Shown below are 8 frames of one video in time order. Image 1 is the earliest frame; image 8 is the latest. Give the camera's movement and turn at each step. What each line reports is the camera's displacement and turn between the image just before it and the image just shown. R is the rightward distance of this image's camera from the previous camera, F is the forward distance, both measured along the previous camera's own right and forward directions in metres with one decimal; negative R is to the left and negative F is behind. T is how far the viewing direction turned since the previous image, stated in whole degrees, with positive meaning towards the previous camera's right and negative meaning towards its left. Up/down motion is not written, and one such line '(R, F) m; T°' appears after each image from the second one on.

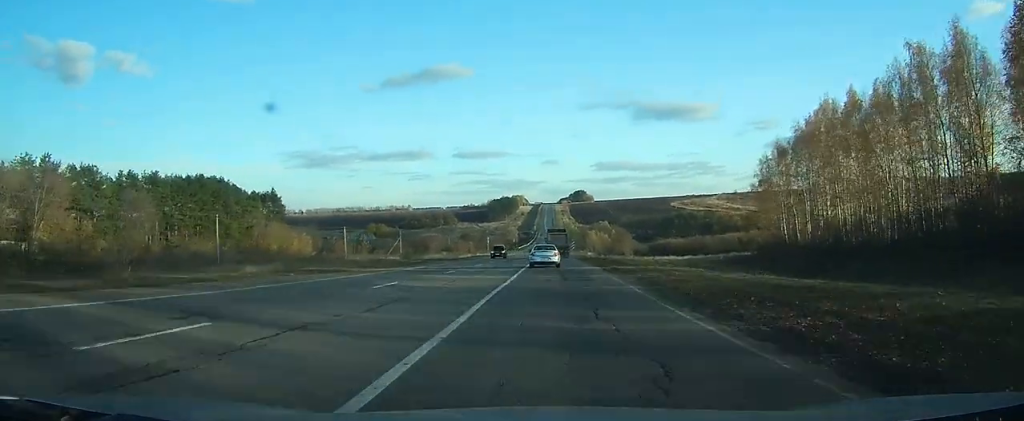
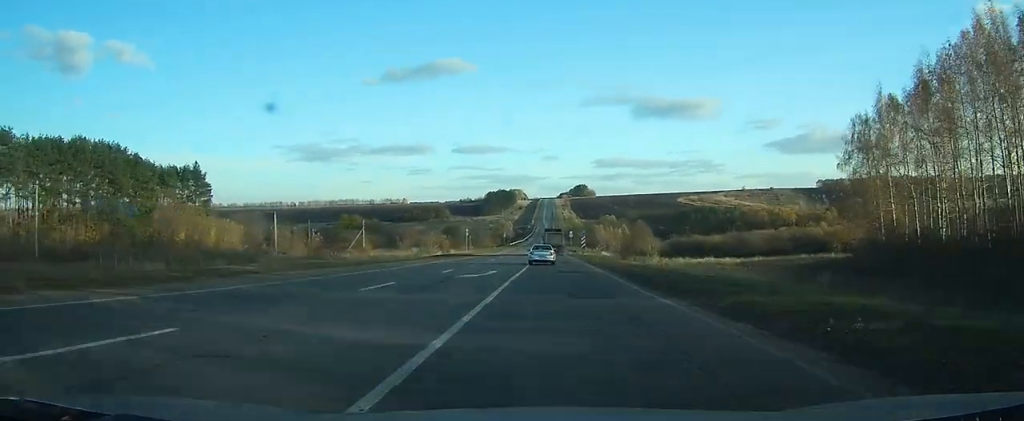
(0.0, +38.3) m; 0°
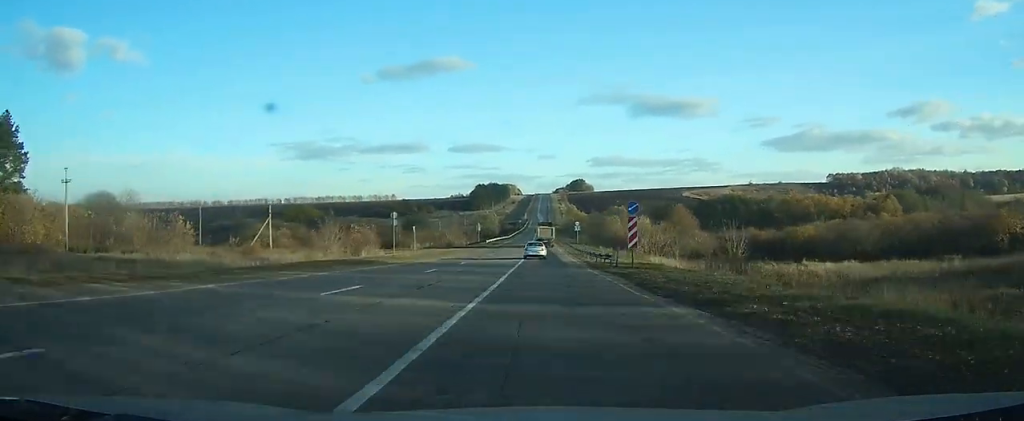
(+0.3, +50.2) m; 0°
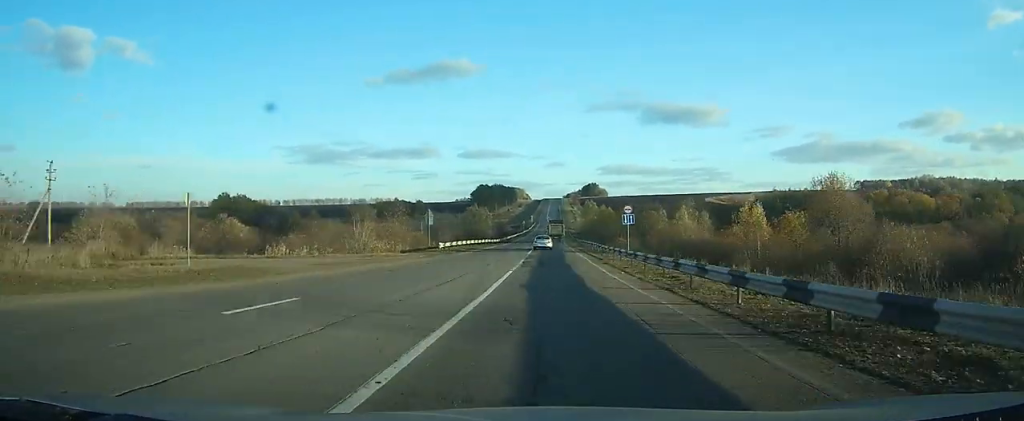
(-0.1, +51.4) m; 0°
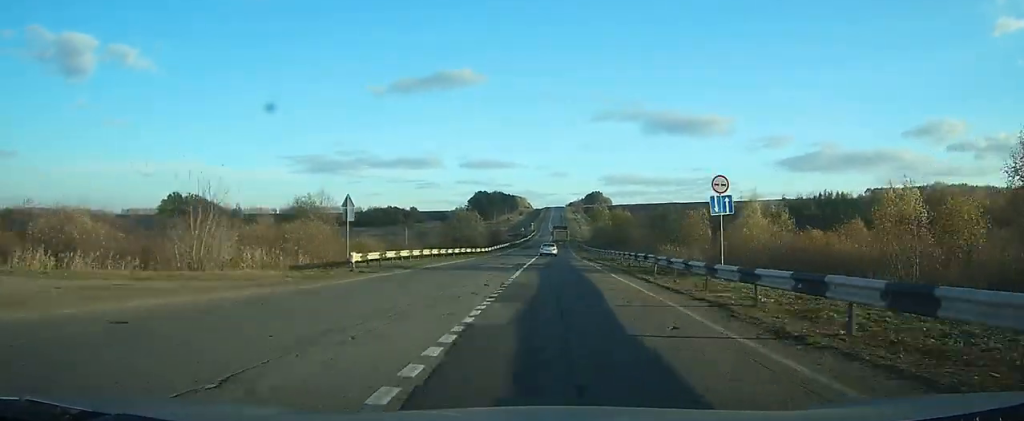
(-0.1, +23.5) m; 0°
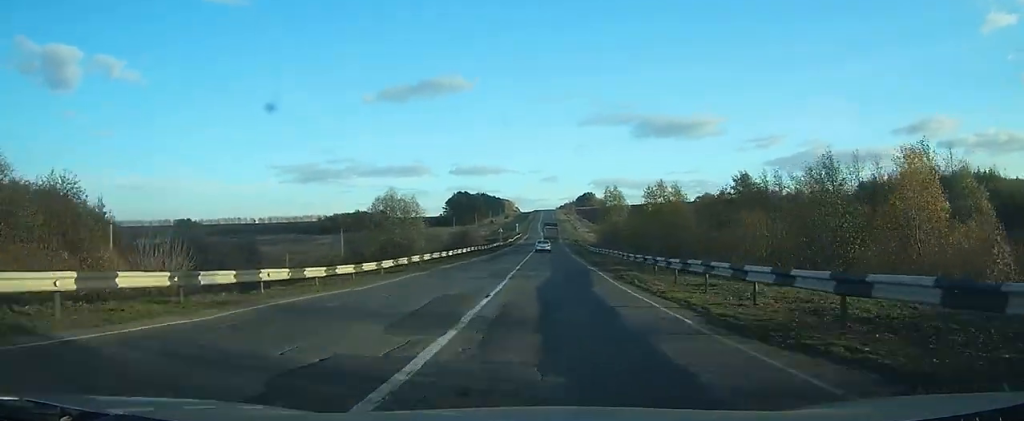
(0.0, +47.9) m; 0°
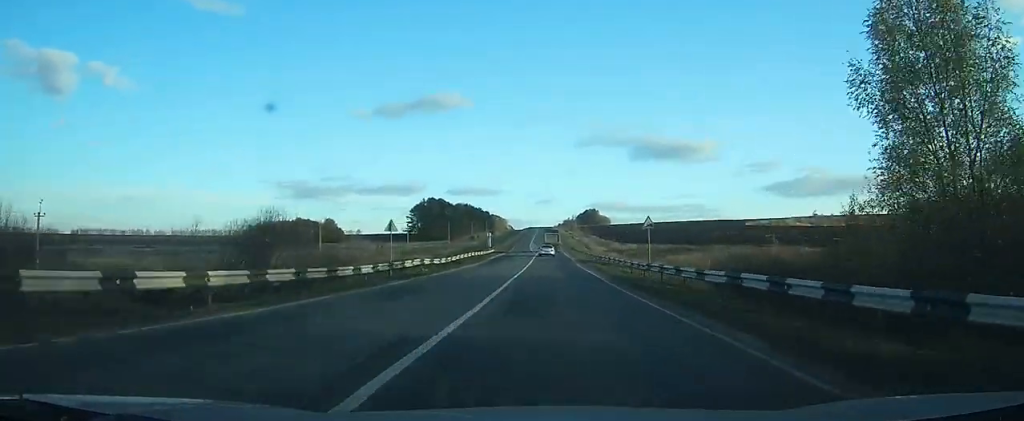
(+0.4, +82.8) m; 0°
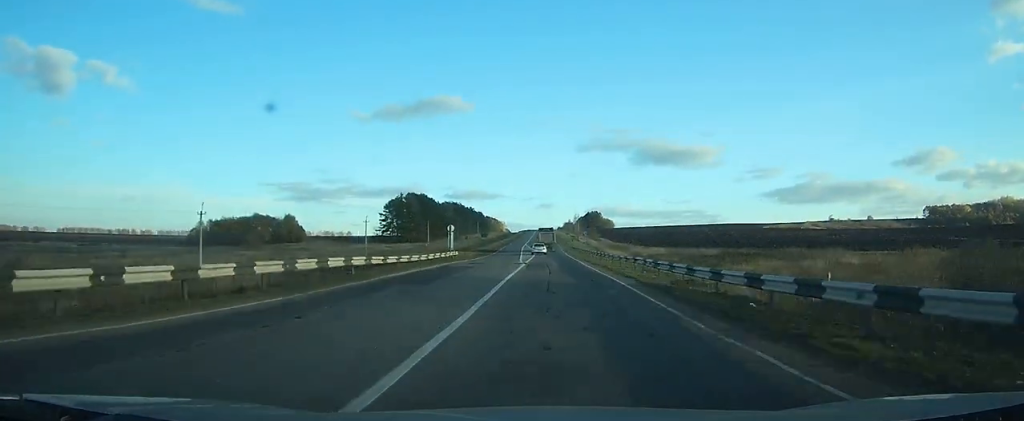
(+0.1, +39.8) m; 0°
